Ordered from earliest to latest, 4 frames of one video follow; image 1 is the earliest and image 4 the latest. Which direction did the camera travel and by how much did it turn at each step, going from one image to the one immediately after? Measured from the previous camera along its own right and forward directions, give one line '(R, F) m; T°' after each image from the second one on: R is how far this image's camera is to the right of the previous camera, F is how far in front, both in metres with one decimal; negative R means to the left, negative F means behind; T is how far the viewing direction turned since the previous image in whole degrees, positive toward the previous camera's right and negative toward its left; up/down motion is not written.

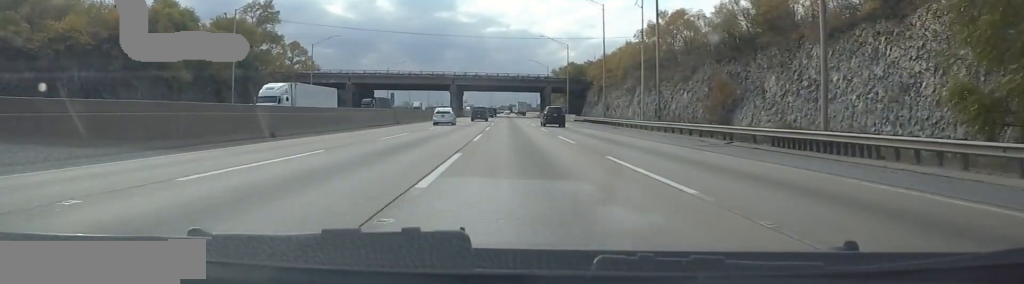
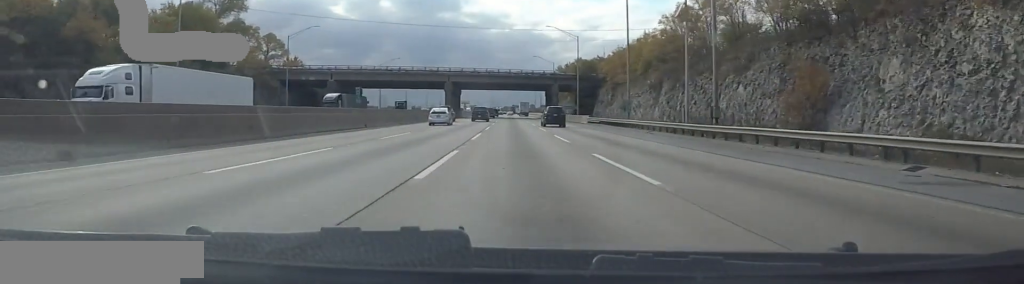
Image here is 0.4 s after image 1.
(-0.1, +14.0) m; 0°
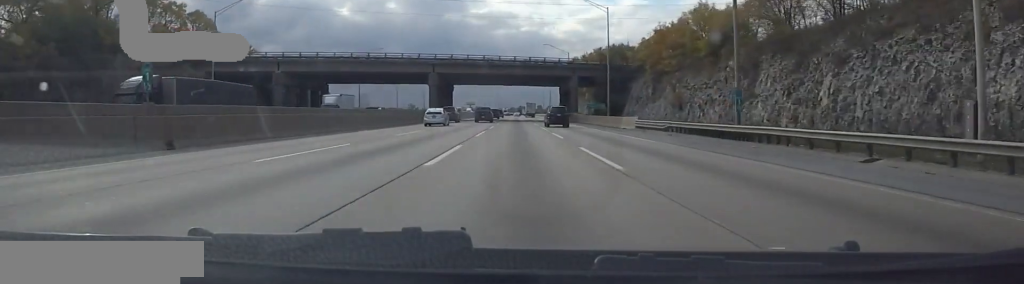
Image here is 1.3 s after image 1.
(0.0, +27.8) m; 0°
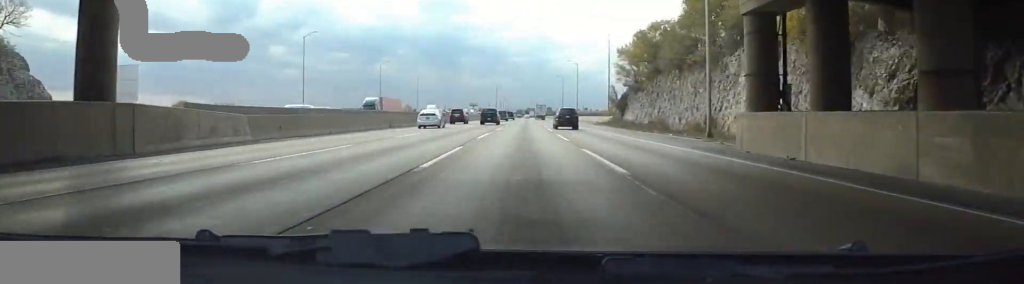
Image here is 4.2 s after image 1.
(0.0, +91.6) m; 0°
